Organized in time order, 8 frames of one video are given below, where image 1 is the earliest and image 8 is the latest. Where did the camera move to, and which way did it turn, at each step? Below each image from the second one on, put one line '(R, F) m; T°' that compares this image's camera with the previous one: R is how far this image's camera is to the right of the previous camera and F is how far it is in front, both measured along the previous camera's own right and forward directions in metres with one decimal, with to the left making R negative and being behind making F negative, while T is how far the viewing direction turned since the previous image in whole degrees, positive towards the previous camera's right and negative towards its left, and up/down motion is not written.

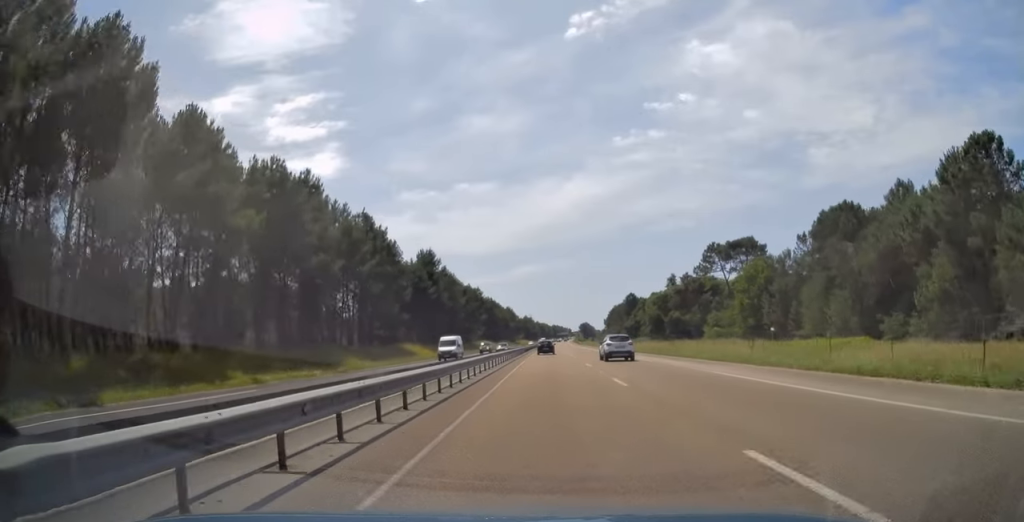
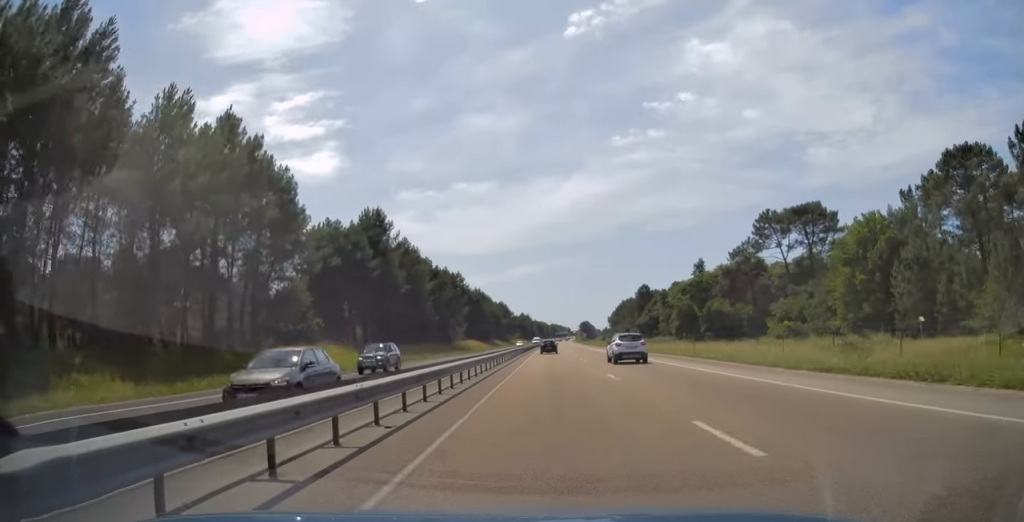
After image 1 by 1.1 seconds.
(-0.3, +36.2) m; 0°
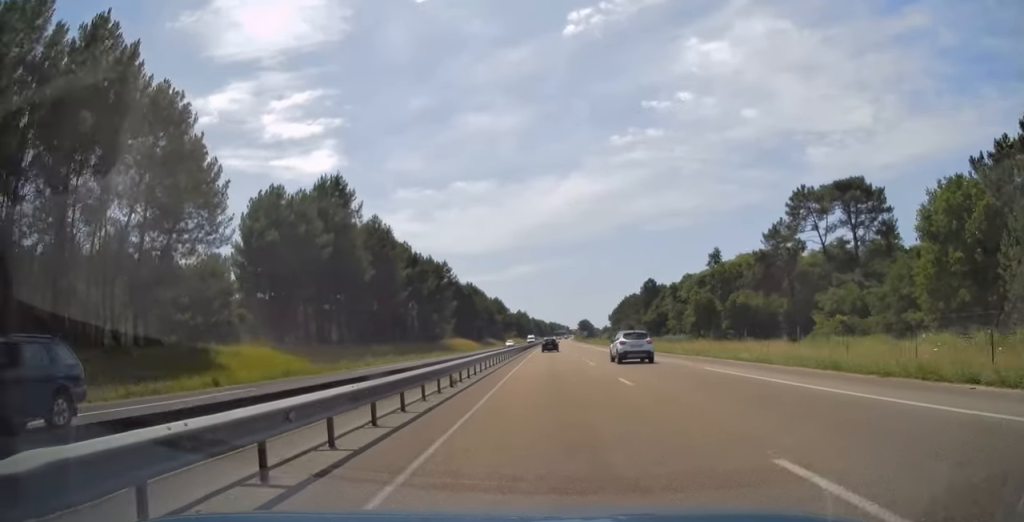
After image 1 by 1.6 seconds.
(+0.2, +16.2) m; 0°
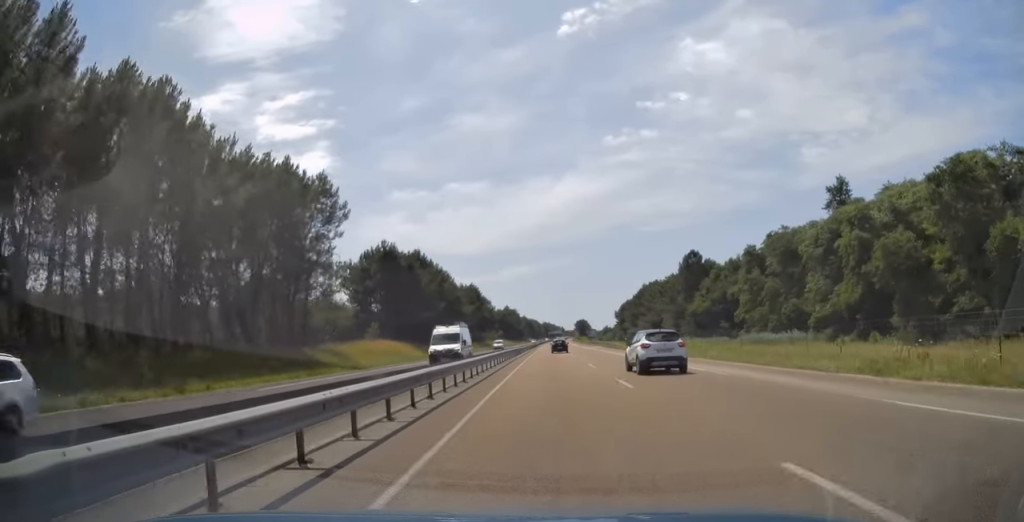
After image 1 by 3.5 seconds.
(+0.4, +64.8) m; 0°
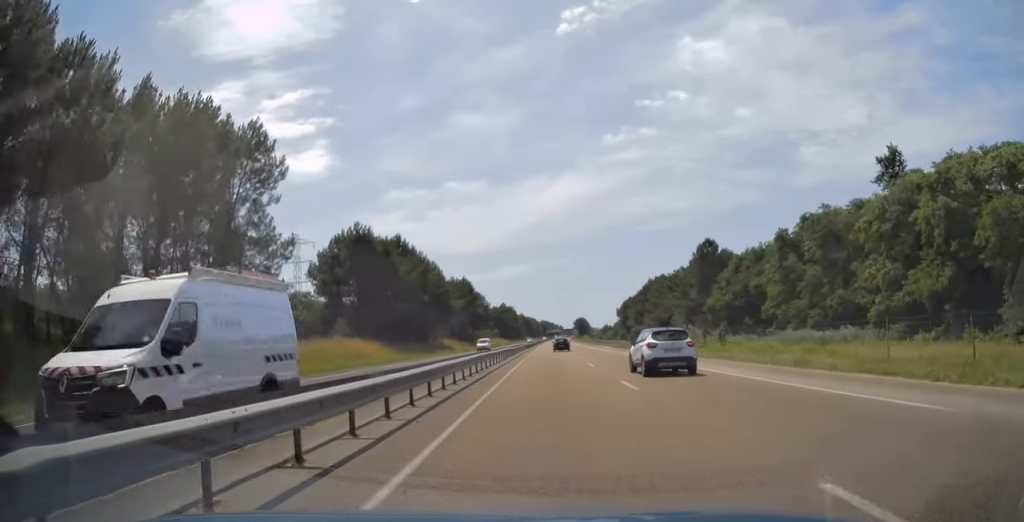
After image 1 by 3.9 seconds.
(0.0, +13.9) m; 0°
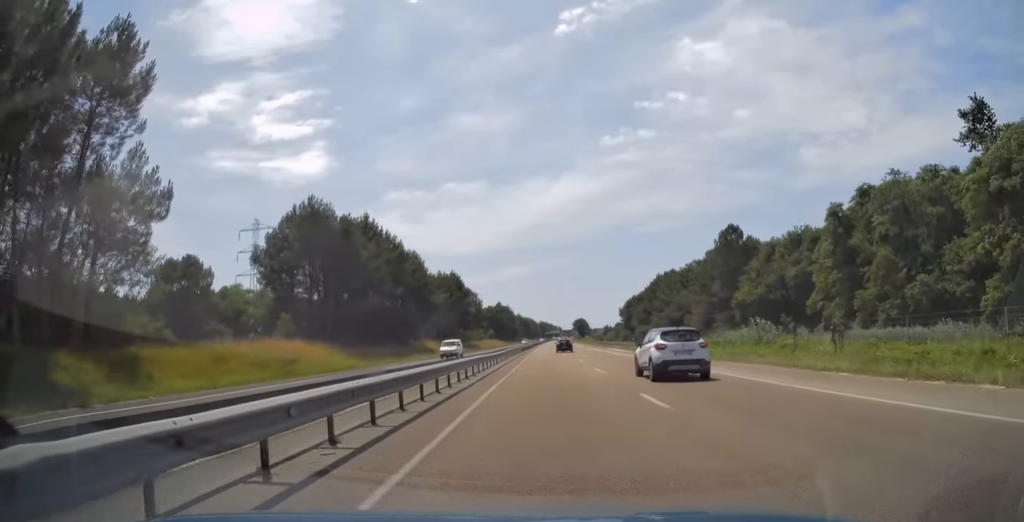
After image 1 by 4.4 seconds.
(0.0, +16.8) m; 0°
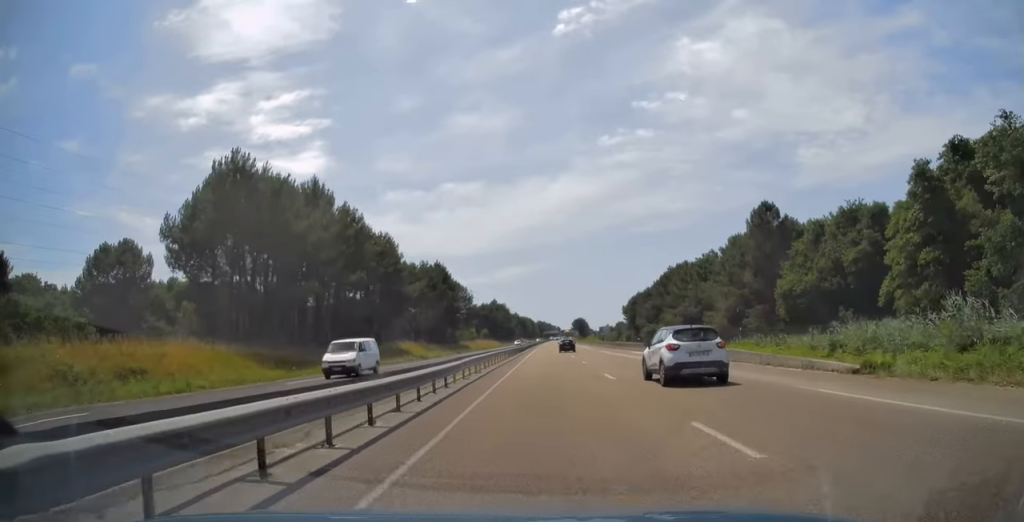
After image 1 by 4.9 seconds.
(0.0, +17.9) m; 0°
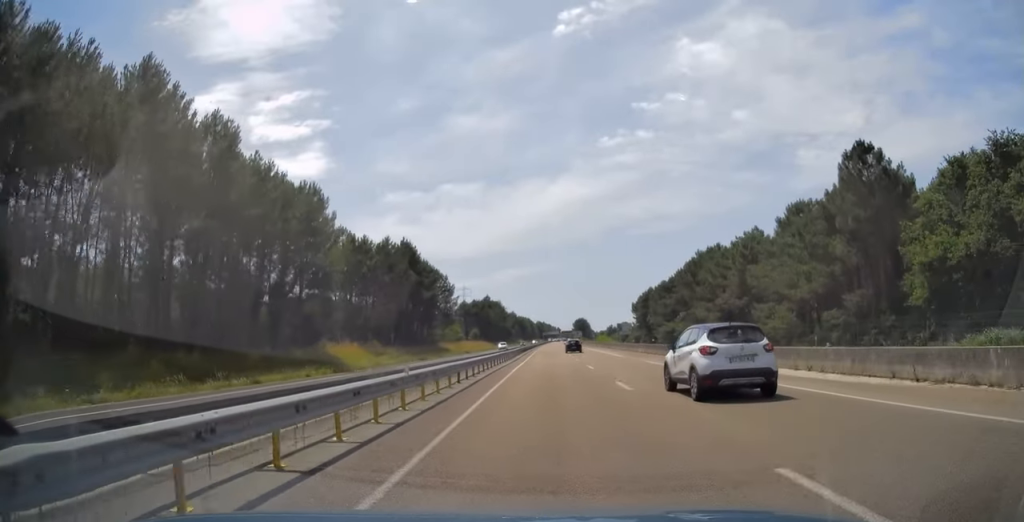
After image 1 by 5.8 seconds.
(0.0, +29.3) m; +1°
